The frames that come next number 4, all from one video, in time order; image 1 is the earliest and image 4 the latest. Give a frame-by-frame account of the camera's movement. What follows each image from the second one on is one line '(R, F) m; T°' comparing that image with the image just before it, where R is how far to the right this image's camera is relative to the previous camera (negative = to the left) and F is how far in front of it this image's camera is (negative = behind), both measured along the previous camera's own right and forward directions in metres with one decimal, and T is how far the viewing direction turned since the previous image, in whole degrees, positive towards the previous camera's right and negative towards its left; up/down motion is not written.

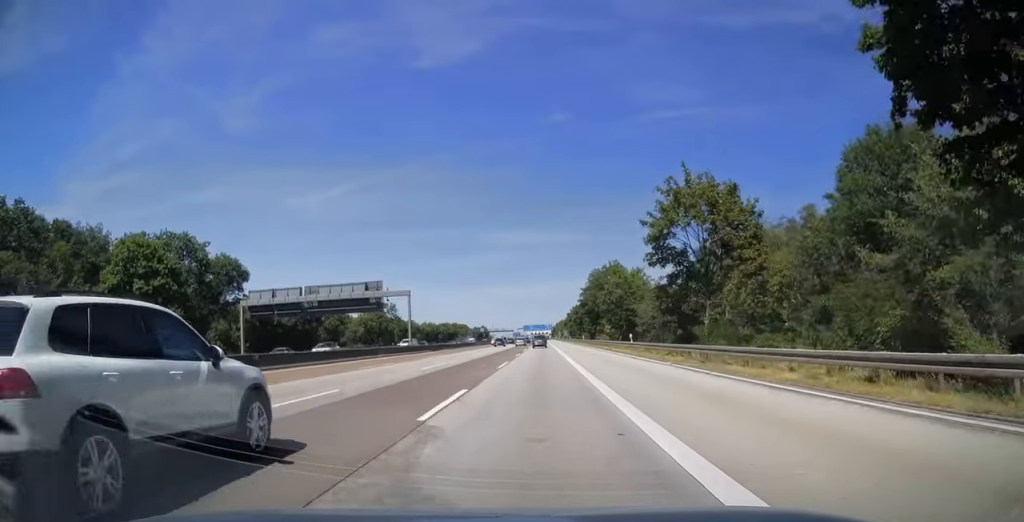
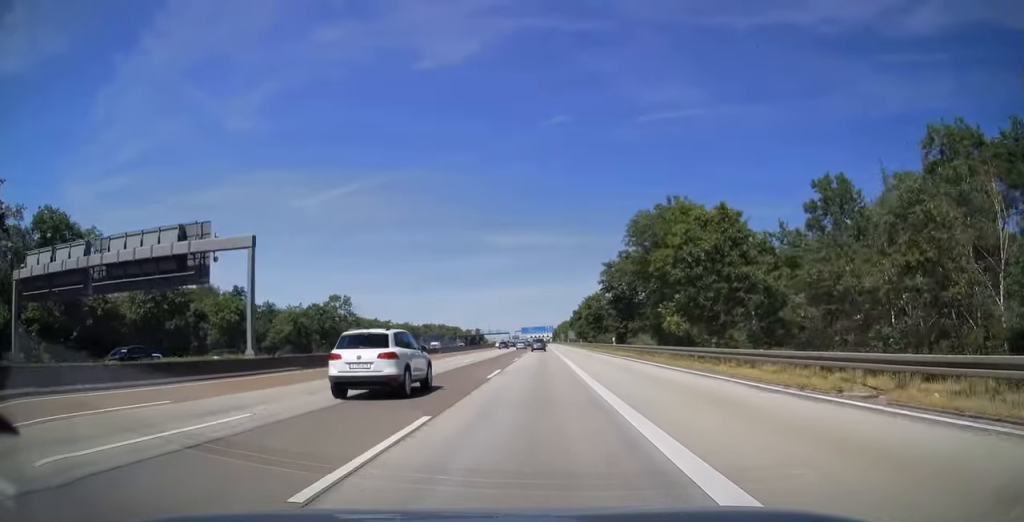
(-0.1, +41.0) m; 0°
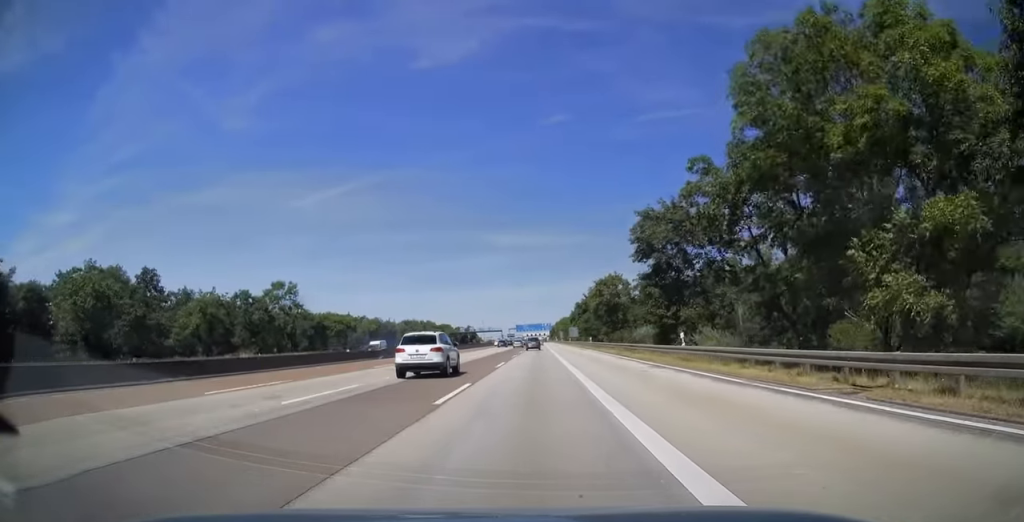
(+0.1, +27.9) m; 0°
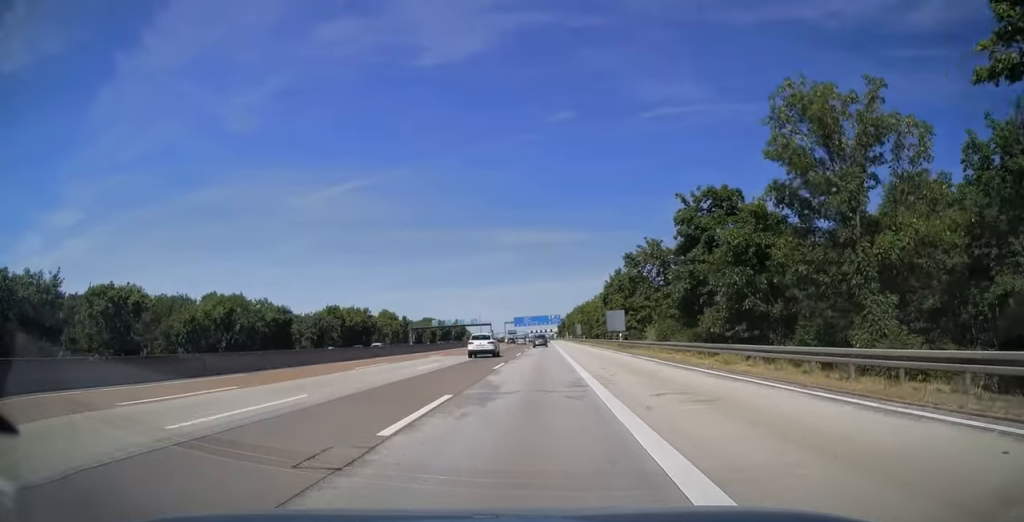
(0.0, +76.0) m; 0°
